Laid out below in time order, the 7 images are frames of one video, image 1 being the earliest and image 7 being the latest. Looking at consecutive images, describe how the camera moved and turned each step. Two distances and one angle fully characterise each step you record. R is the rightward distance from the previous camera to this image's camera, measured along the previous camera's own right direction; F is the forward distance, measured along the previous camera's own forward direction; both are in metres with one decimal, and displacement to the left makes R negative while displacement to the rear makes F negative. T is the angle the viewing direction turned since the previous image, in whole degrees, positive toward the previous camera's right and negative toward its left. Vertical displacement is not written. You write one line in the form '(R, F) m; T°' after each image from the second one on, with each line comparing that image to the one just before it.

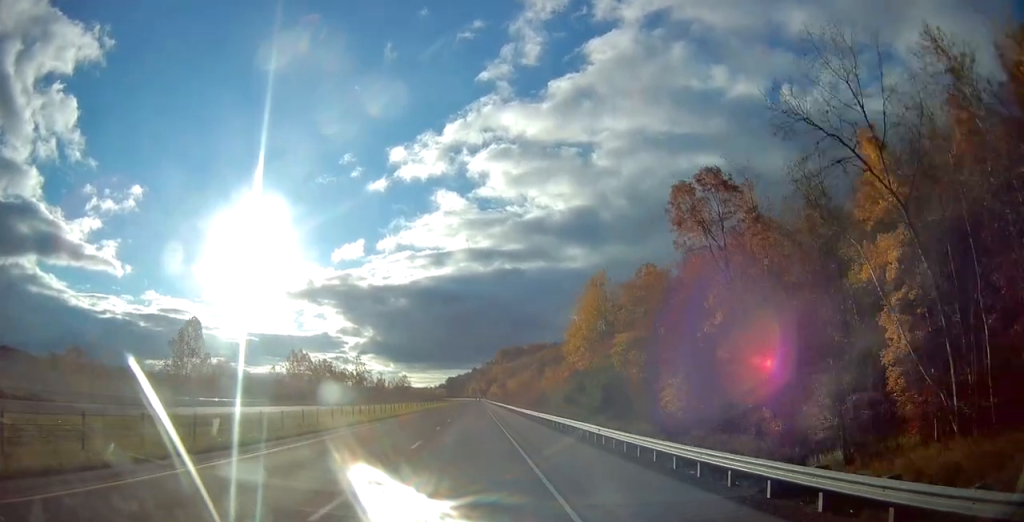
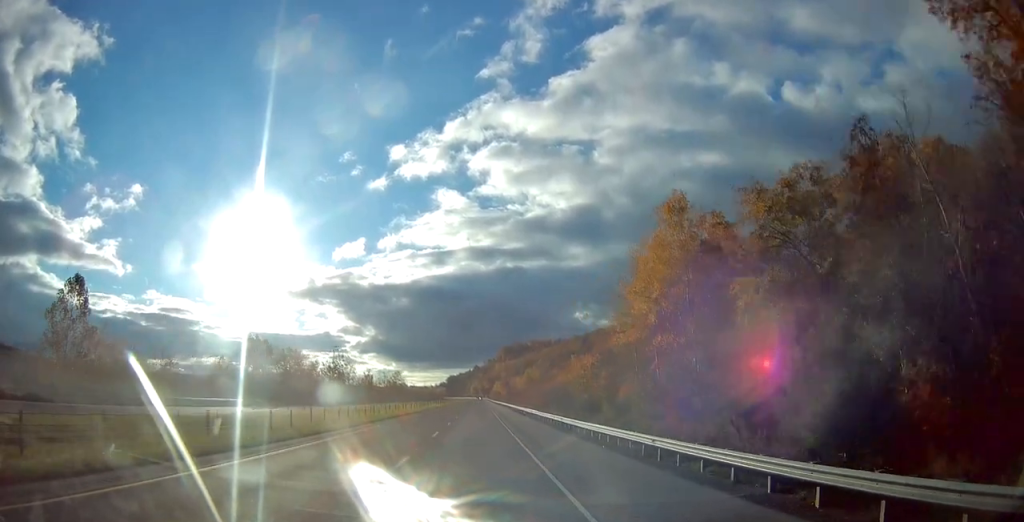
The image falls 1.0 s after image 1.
(+0.1, +30.1) m; 0°
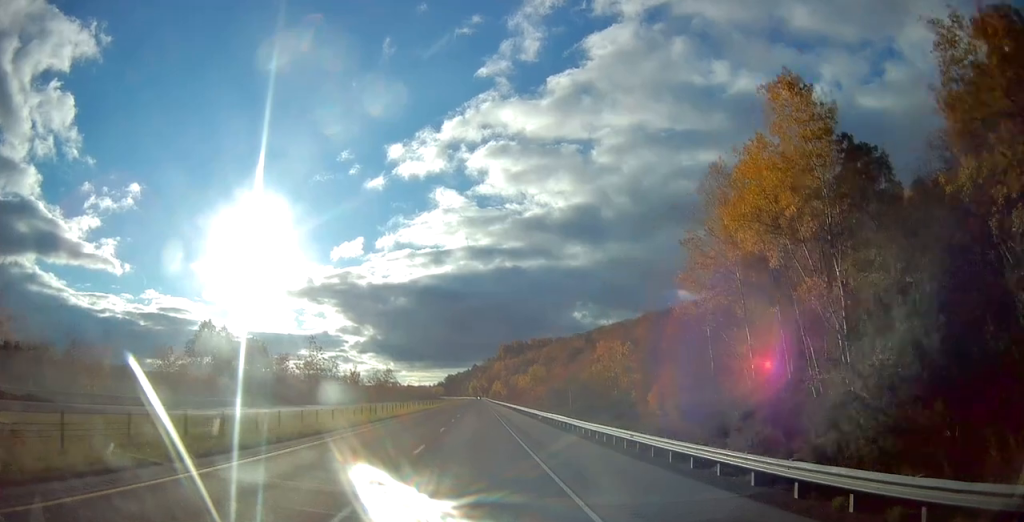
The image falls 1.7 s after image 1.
(+0.1, +20.1) m; 0°
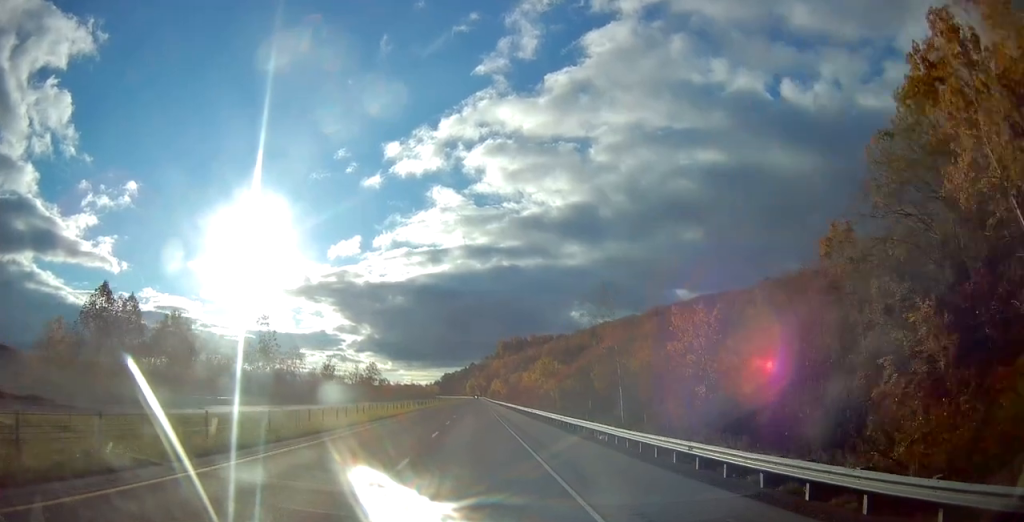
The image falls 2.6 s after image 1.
(-0.2, +29.1) m; 0°
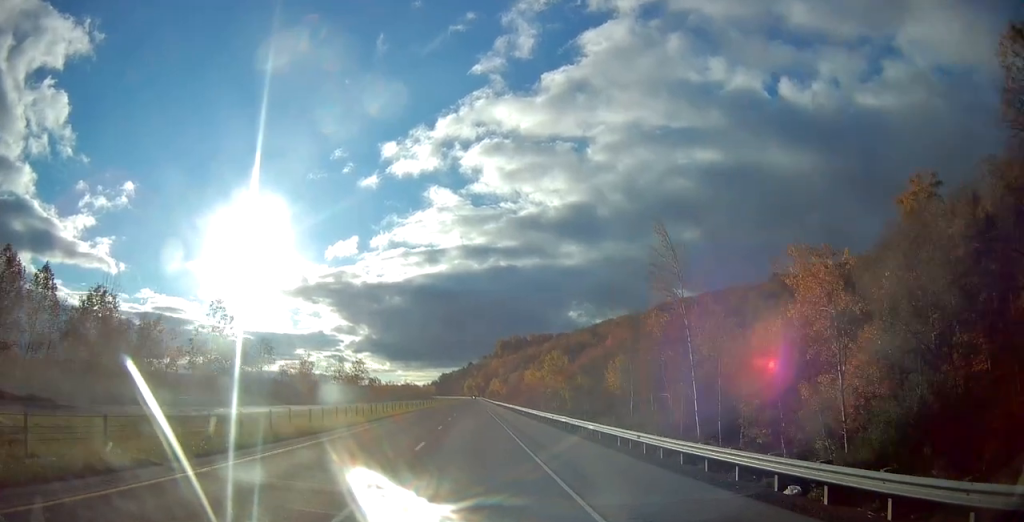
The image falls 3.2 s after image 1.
(+0.2, +17.9) m; 0°
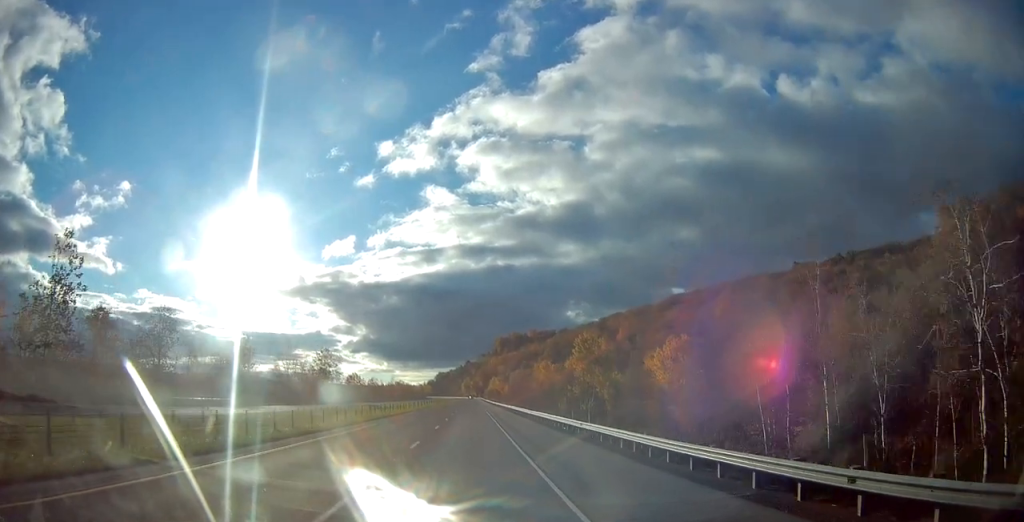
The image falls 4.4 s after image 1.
(-0.2, +35.5) m; 0°
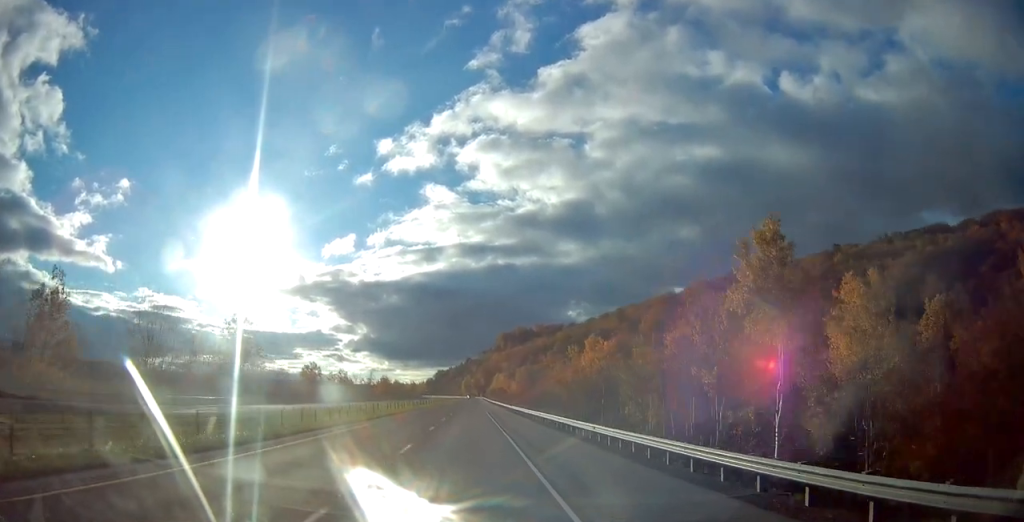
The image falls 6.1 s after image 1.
(+0.5, +49.9) m; 0°
